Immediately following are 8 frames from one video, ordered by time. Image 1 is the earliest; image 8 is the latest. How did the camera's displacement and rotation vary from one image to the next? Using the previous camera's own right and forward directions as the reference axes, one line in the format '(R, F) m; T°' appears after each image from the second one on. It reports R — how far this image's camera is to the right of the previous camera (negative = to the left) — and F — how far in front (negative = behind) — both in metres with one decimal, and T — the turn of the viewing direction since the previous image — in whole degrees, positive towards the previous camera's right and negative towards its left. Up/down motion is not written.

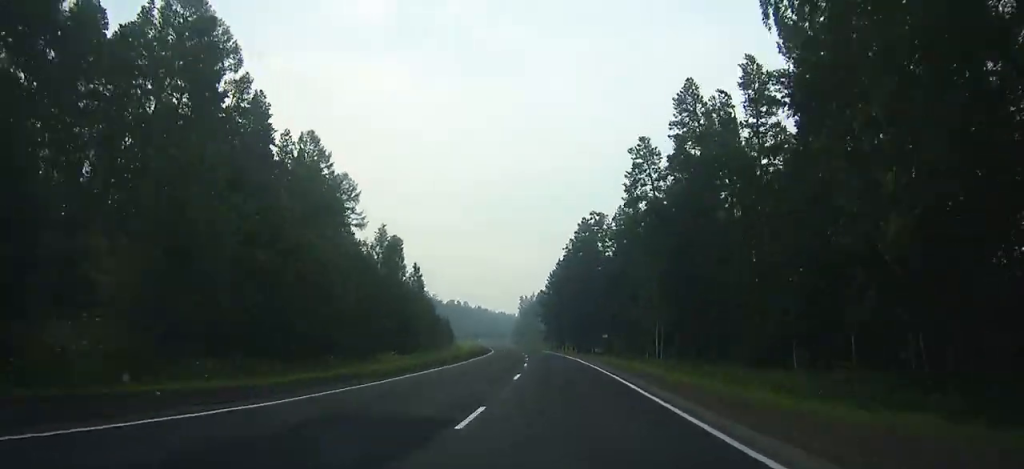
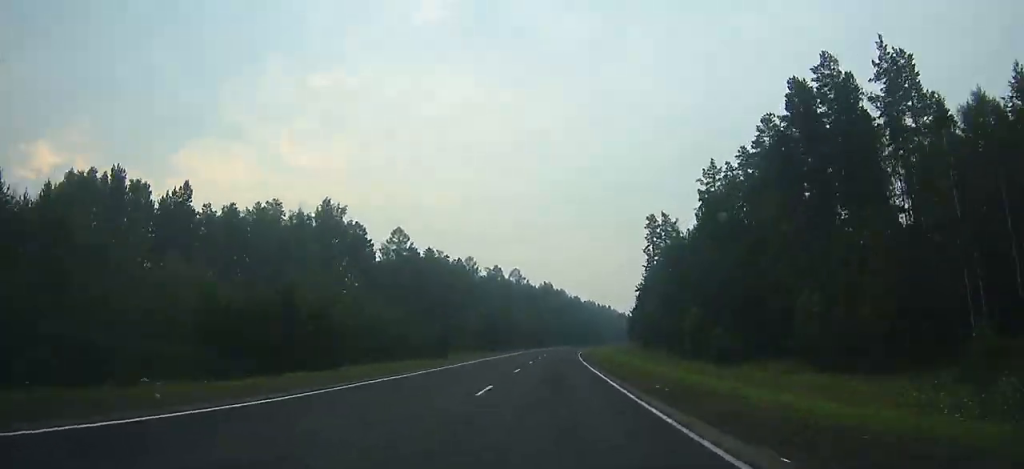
(-20.7, +232.4) m; -6°
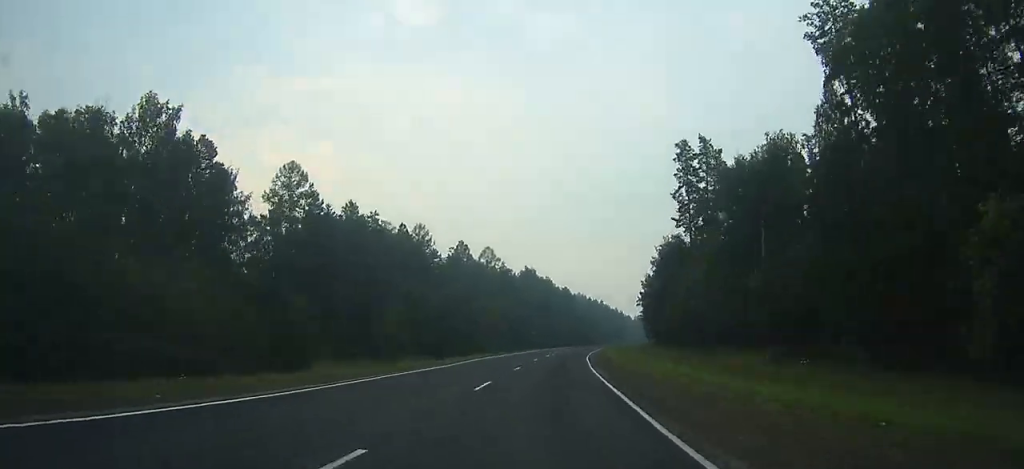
(+0.4, +47.3) m; +2°
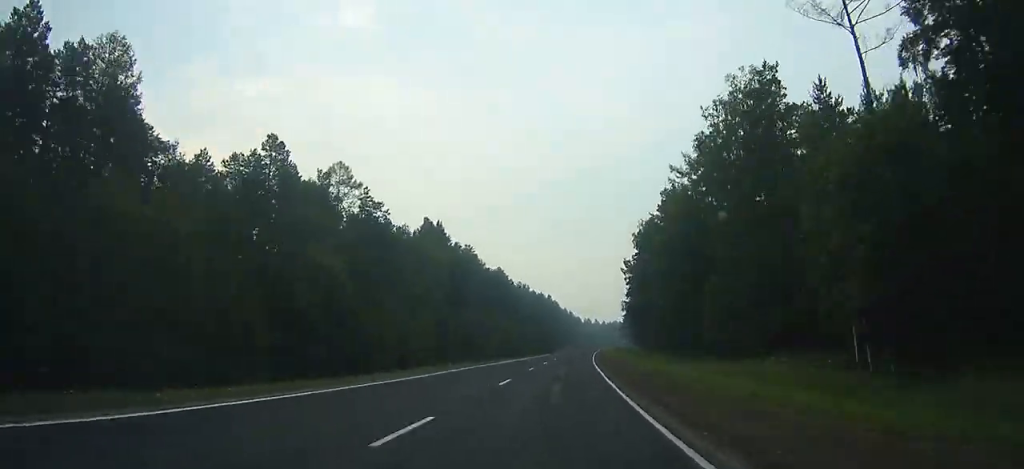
(+2.6, +79.5) m; +4°
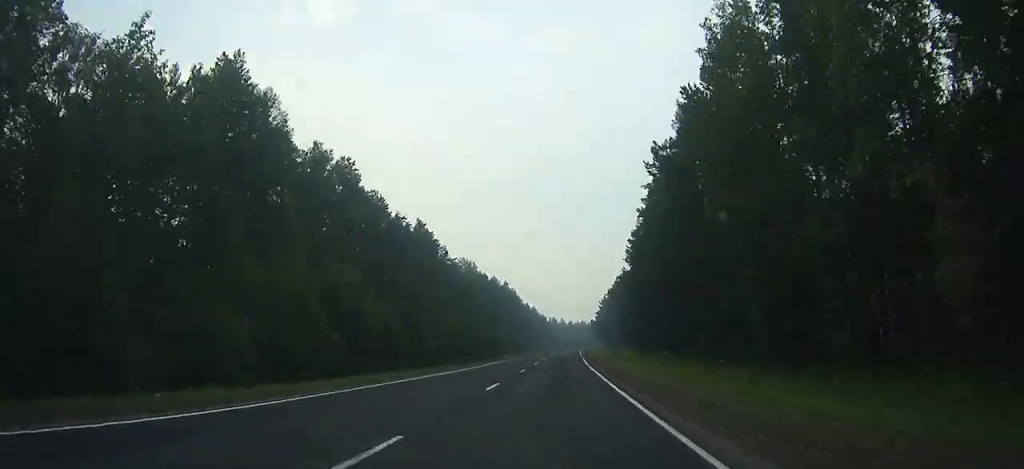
(+1.8, +59.9) m; +3°
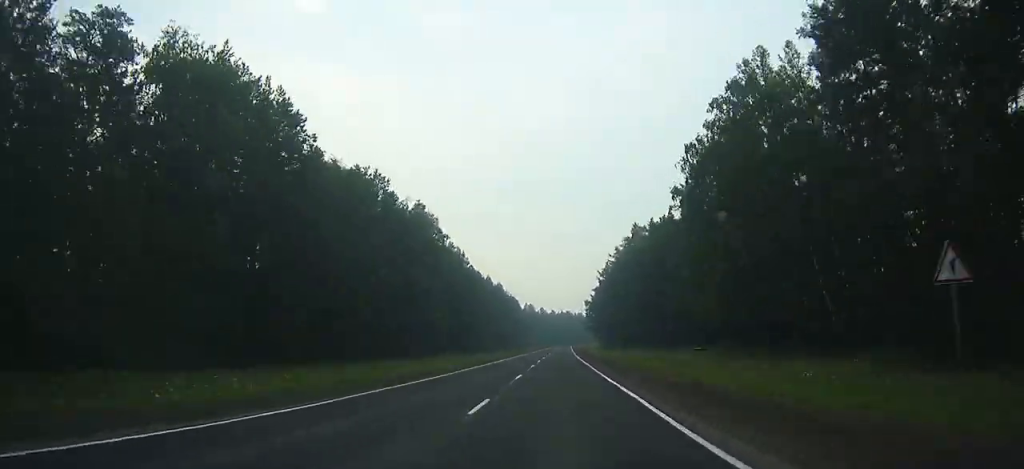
(+3.4, +112.7) m; +3°
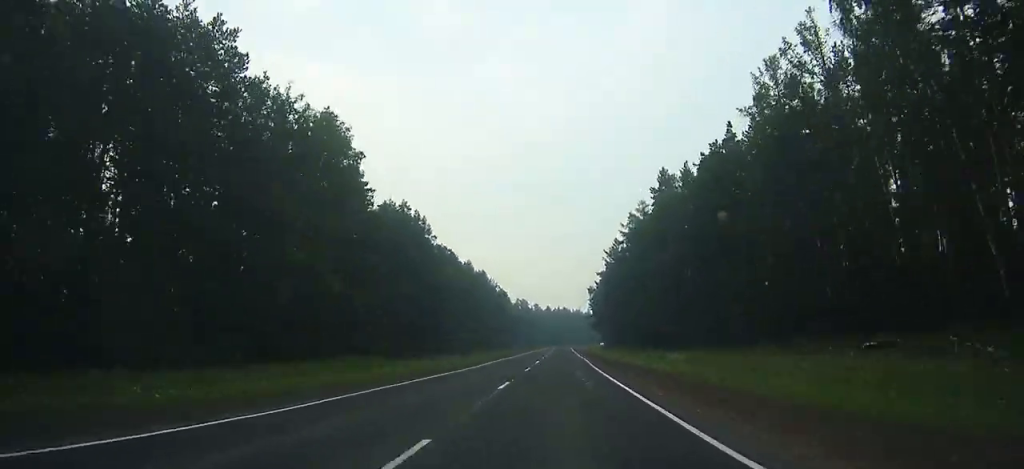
(-0.3, +44.4) m; +1°
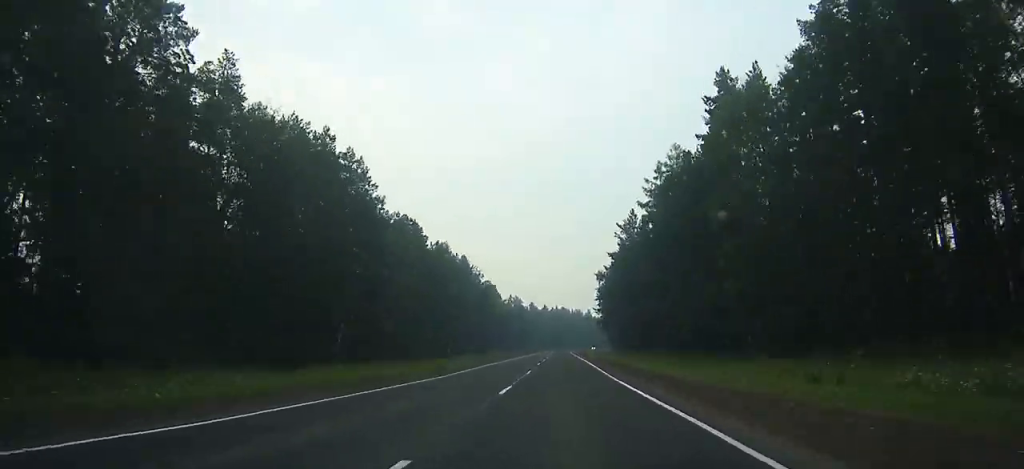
(+0.8, +38.1) m; 0°
